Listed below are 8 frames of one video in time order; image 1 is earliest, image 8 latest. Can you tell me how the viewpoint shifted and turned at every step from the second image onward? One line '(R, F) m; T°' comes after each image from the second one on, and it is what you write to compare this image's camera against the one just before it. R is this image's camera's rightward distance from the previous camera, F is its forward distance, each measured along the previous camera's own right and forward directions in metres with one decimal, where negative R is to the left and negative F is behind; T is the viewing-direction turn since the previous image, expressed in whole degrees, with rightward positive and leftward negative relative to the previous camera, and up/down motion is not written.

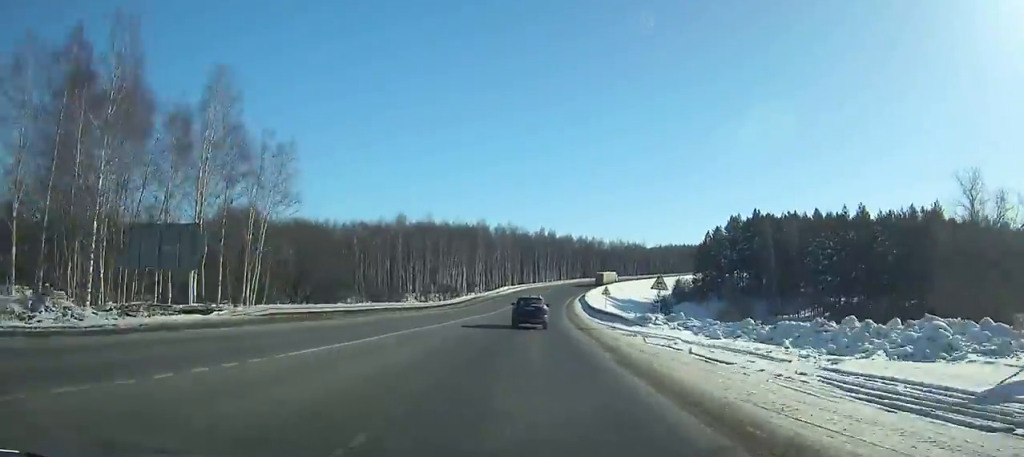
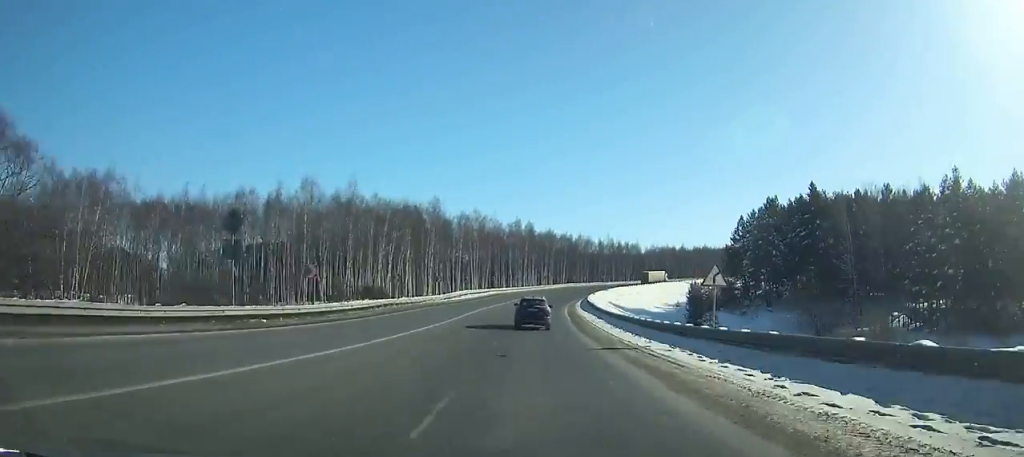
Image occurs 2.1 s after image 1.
(+1.1, +42.4) m; +3°
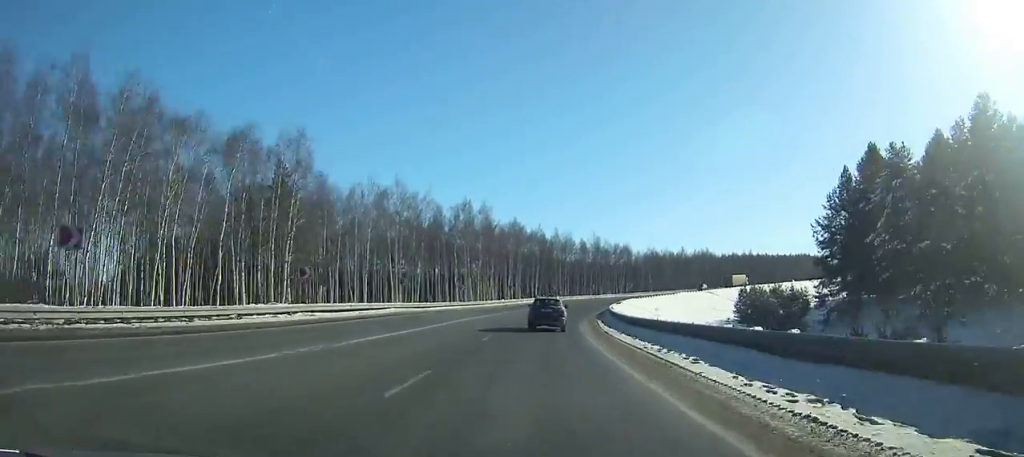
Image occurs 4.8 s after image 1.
(+1.6, +54.4) m; +5°
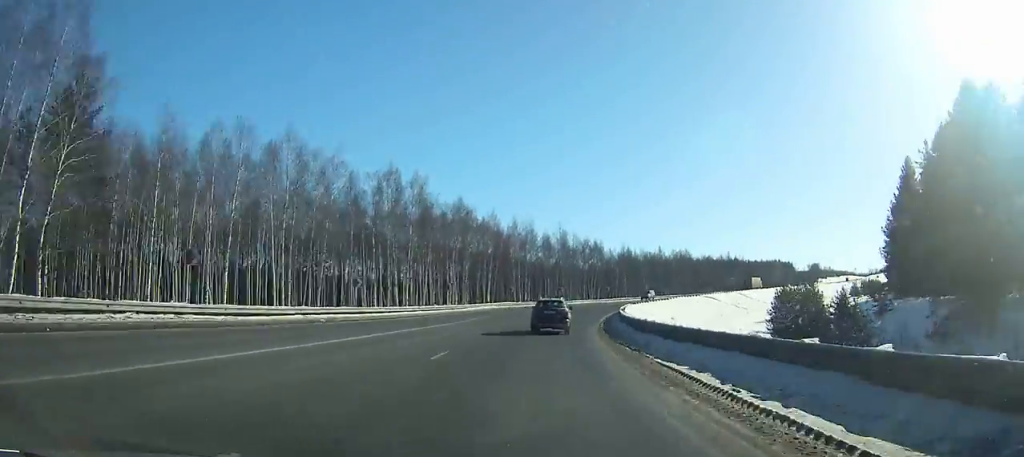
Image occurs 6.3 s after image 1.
(+1.0, +29.6) m; +4°
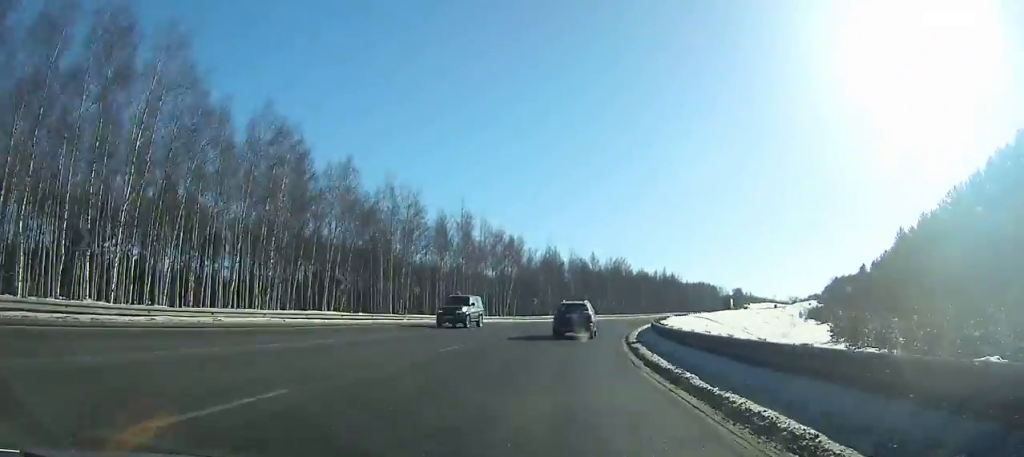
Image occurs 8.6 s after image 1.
(+2.7, +44.5) m; +9°
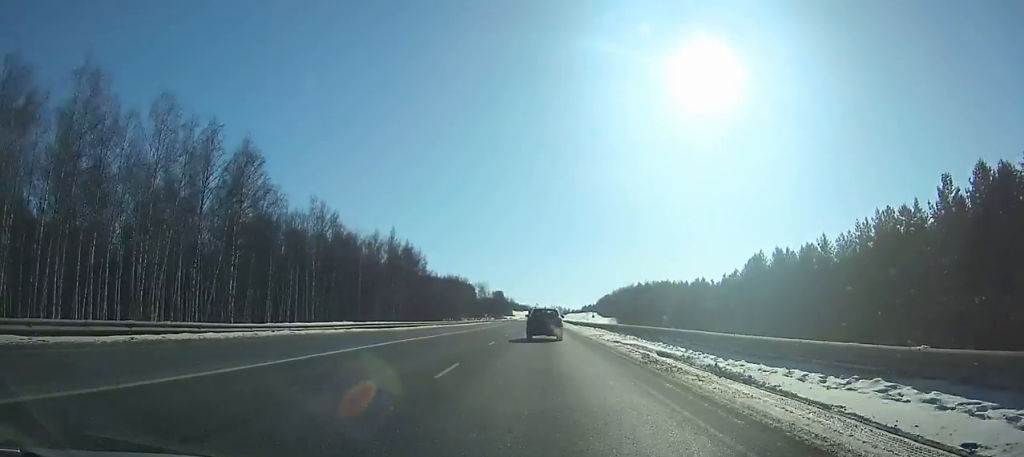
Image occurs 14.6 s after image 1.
(+25.7, +109.6) m; +21°
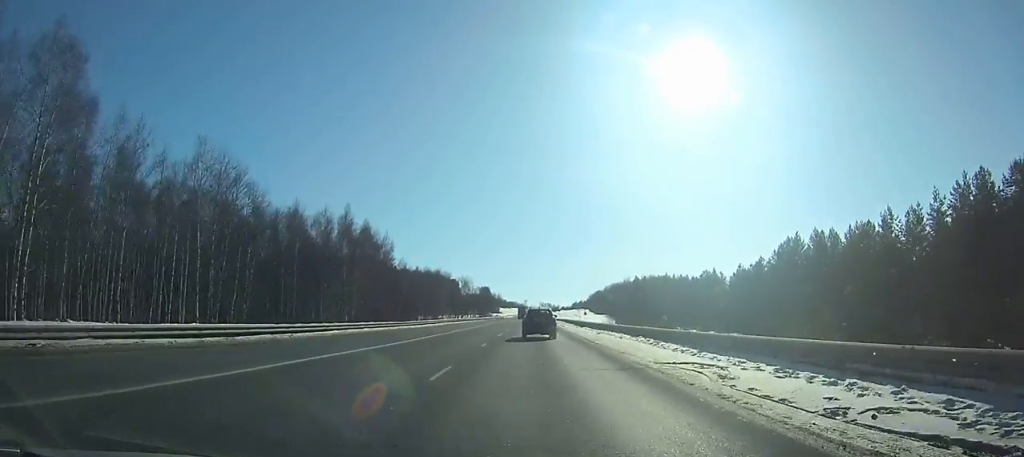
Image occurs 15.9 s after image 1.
(+0.8, +24.6) m; +1°
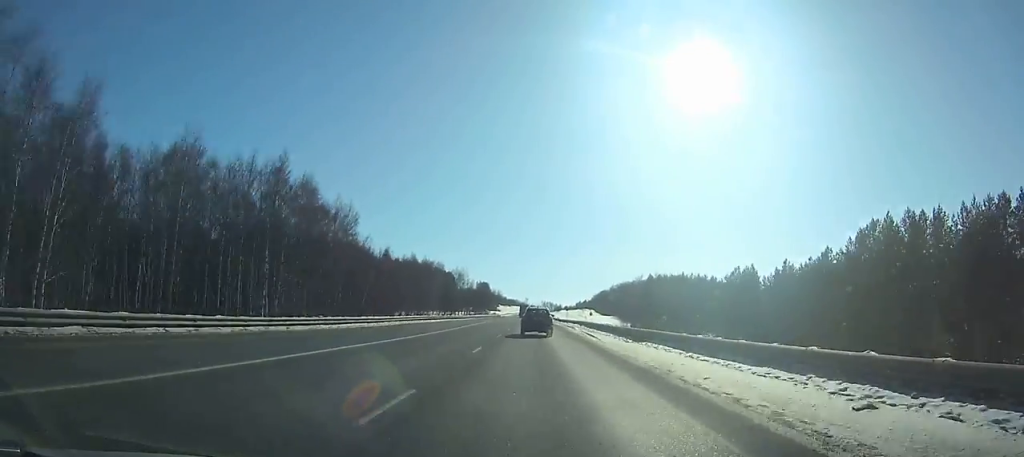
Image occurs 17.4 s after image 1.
(+0.3, +28.9) m; +1°
